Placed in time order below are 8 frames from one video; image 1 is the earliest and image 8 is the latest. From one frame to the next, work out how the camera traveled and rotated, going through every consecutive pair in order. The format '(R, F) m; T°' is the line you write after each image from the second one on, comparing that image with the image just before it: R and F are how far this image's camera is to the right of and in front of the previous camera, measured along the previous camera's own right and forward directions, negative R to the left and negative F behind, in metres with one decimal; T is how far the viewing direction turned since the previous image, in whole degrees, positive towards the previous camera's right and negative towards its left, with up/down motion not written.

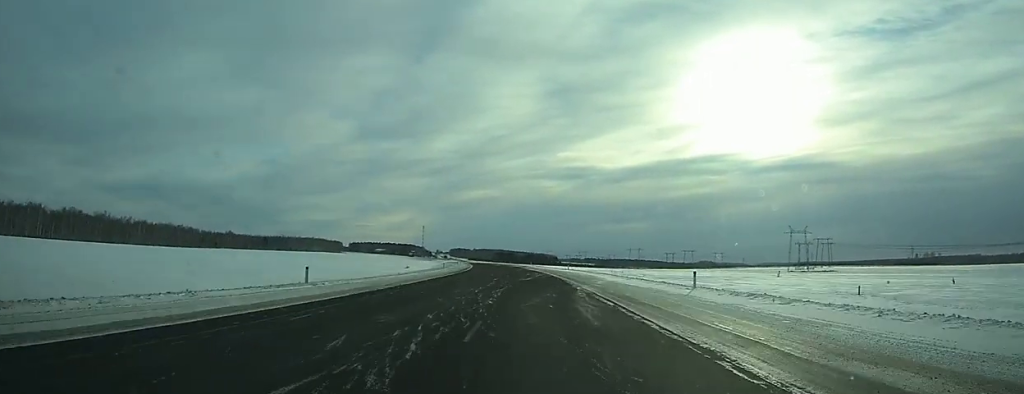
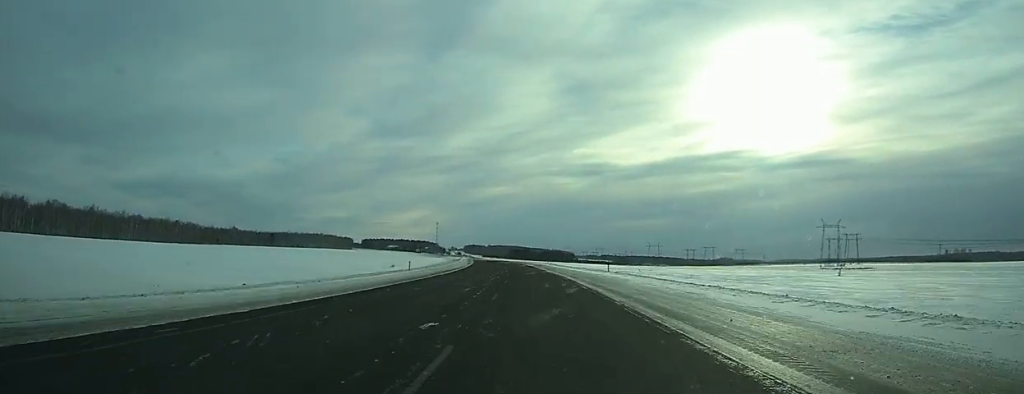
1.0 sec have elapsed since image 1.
(0.0, +27.2) m; -1°
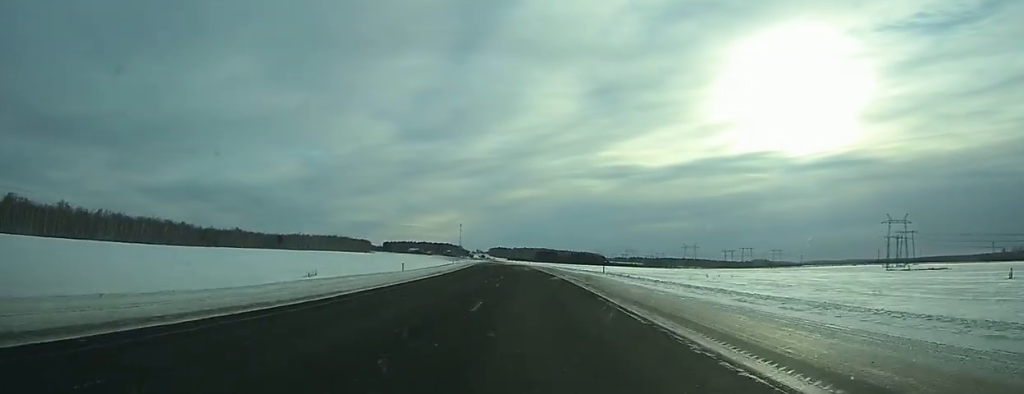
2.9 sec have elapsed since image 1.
(-1.2, +50.4) m; -3°
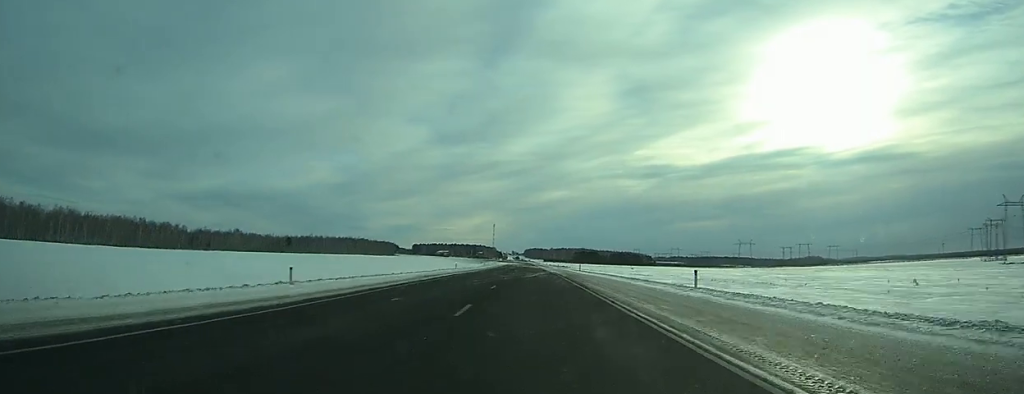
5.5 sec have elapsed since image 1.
(-2.5, +71.9) m; -3°
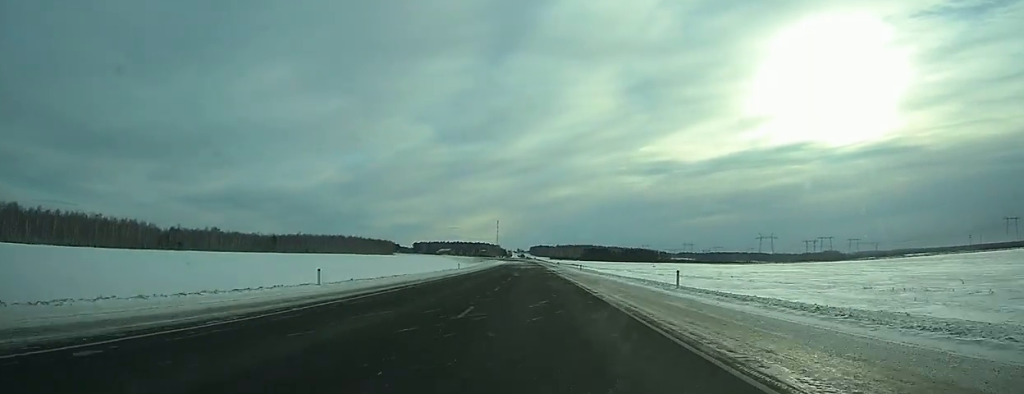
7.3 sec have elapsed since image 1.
(-0.6, +46.7) m; -1°
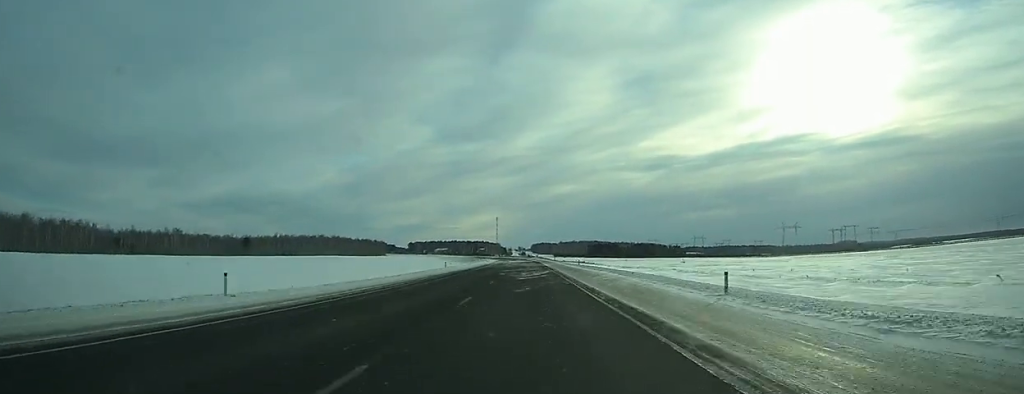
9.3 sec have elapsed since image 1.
(-0.4, +55.5) m; -1°
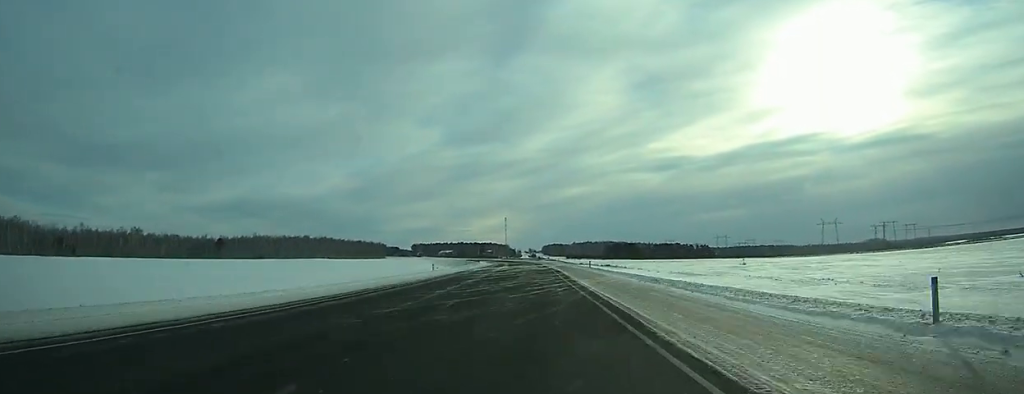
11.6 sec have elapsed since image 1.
(-0.4, +60.2) m; -1°
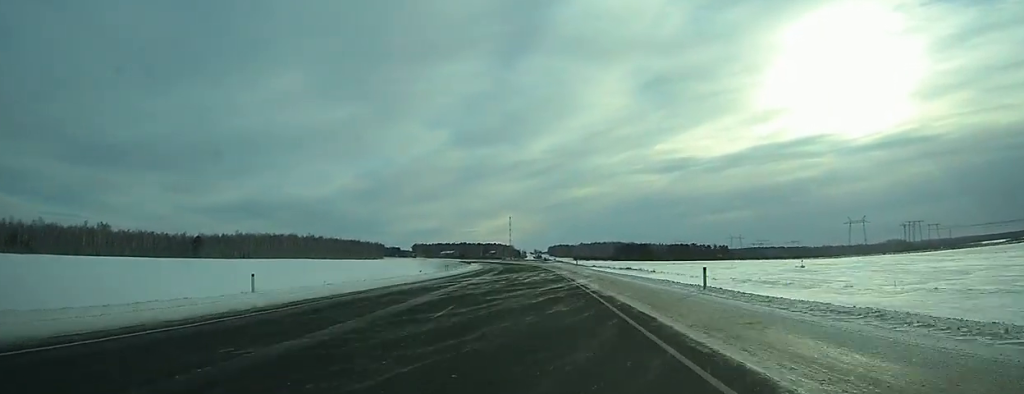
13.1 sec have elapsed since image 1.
(-0.2, +38.4) m; 0°
